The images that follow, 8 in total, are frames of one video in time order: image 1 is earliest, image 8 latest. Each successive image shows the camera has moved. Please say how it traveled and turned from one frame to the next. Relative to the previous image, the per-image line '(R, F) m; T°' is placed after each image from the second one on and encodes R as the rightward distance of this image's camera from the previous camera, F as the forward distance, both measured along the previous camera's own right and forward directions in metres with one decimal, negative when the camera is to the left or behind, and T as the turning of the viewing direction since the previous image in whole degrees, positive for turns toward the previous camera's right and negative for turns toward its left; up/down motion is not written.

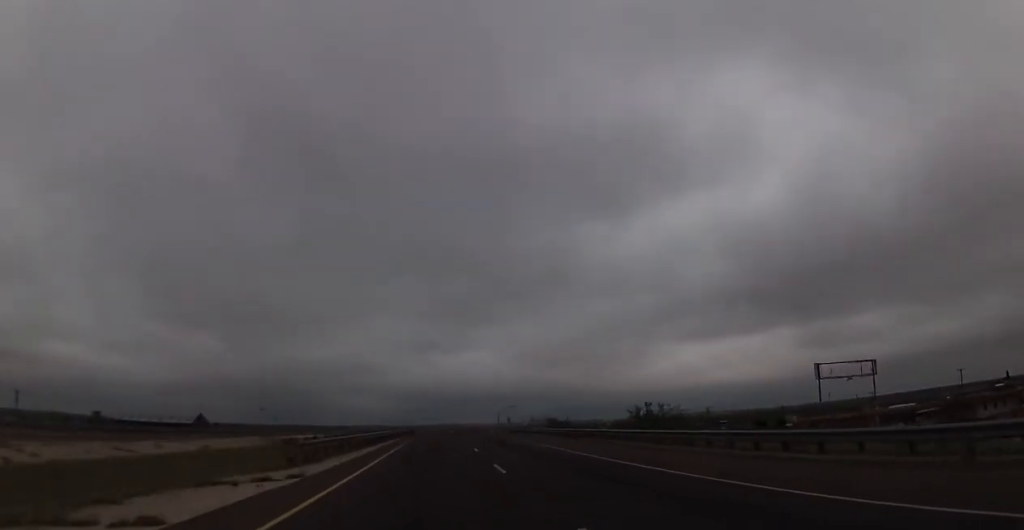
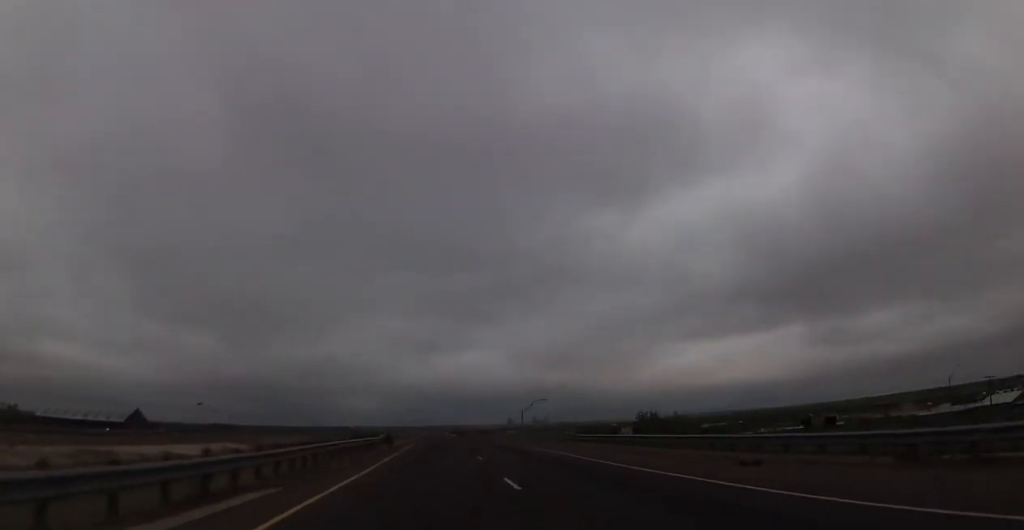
(+0.1, +40.3) m; 0°
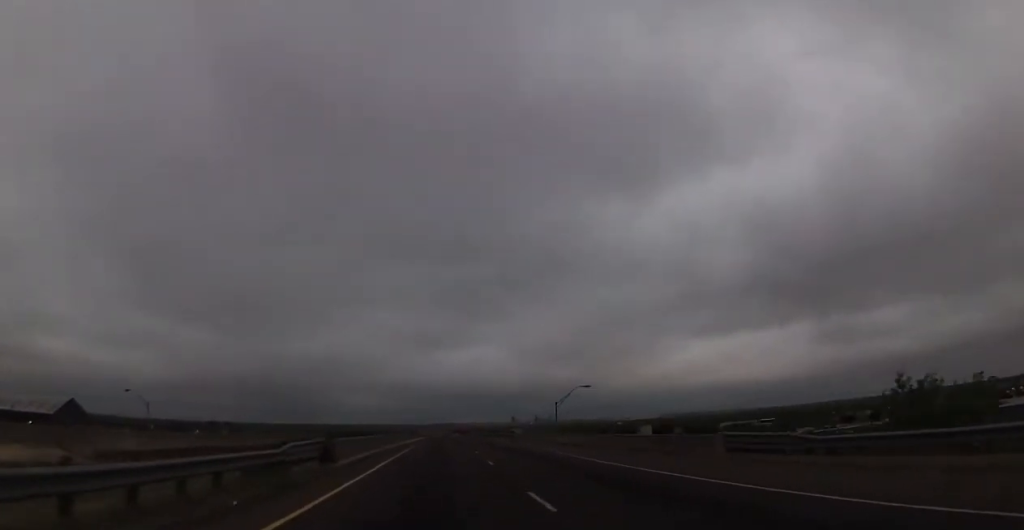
(+0.1, +28.1) m; 0°
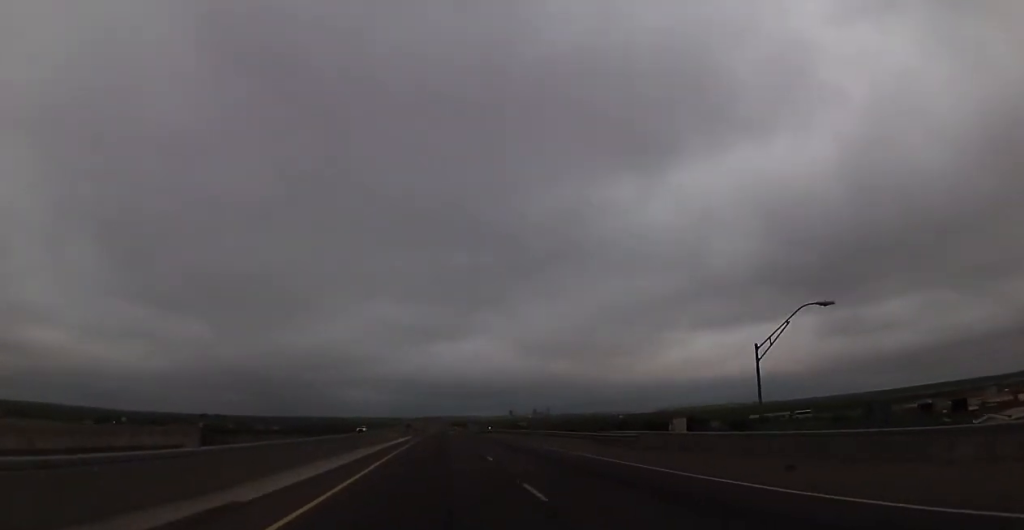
(-0.4, +47.6) m; 0°
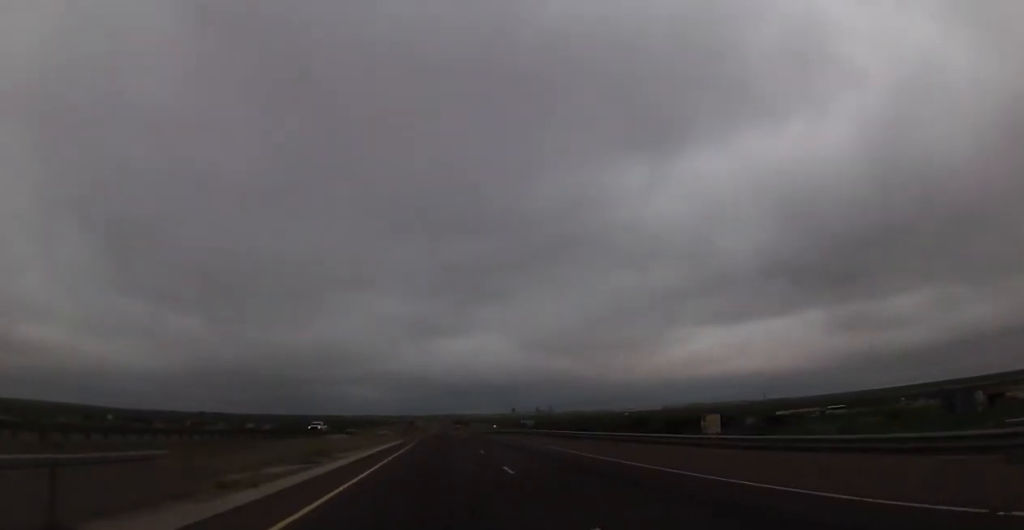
(0.0, +30.6) m; 0°
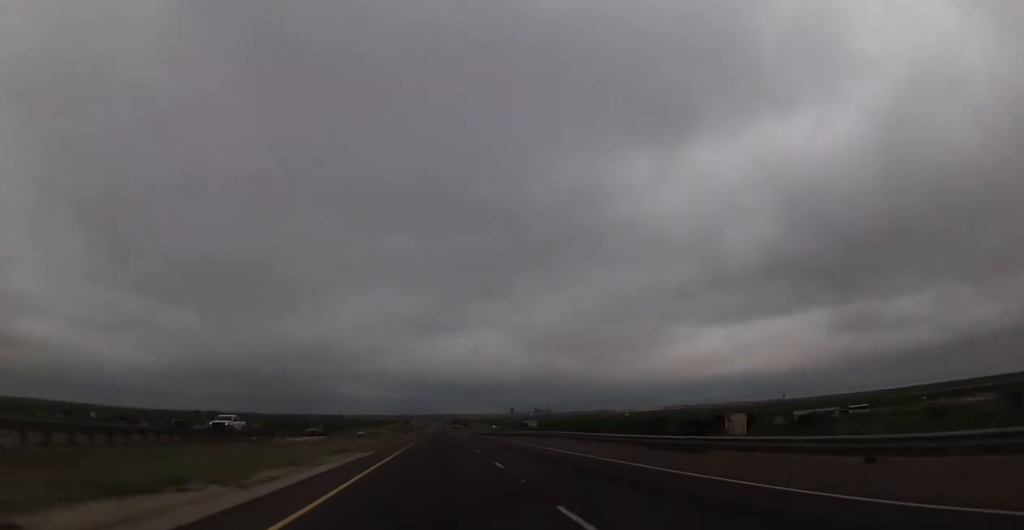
(+0.2, +22.0) m; 0°
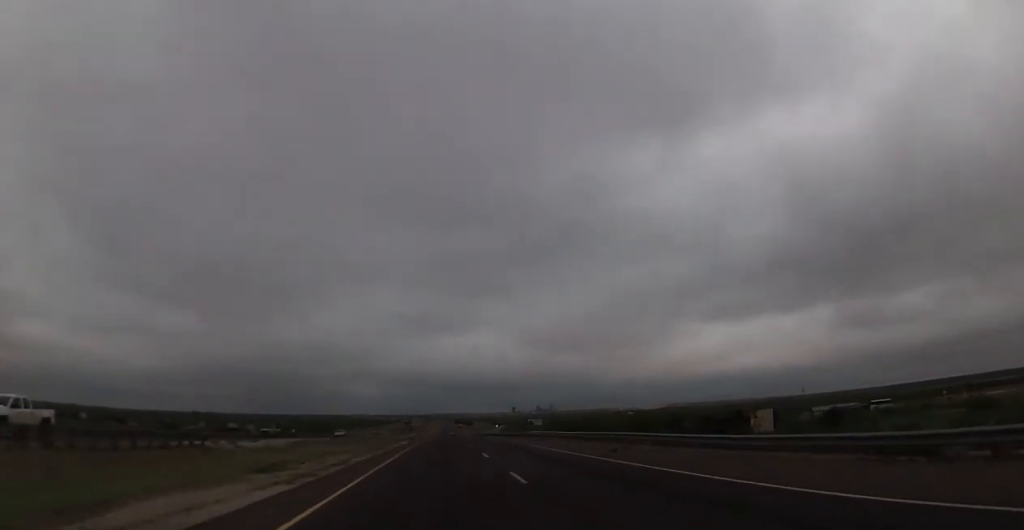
(0.0, +17.2) m; 0°
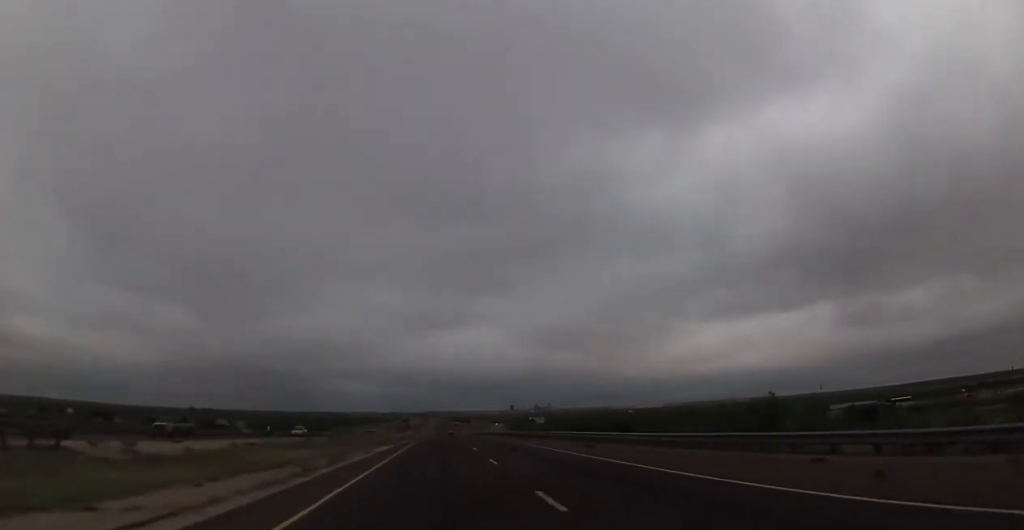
(+0.1, +17.2) m; 0°
